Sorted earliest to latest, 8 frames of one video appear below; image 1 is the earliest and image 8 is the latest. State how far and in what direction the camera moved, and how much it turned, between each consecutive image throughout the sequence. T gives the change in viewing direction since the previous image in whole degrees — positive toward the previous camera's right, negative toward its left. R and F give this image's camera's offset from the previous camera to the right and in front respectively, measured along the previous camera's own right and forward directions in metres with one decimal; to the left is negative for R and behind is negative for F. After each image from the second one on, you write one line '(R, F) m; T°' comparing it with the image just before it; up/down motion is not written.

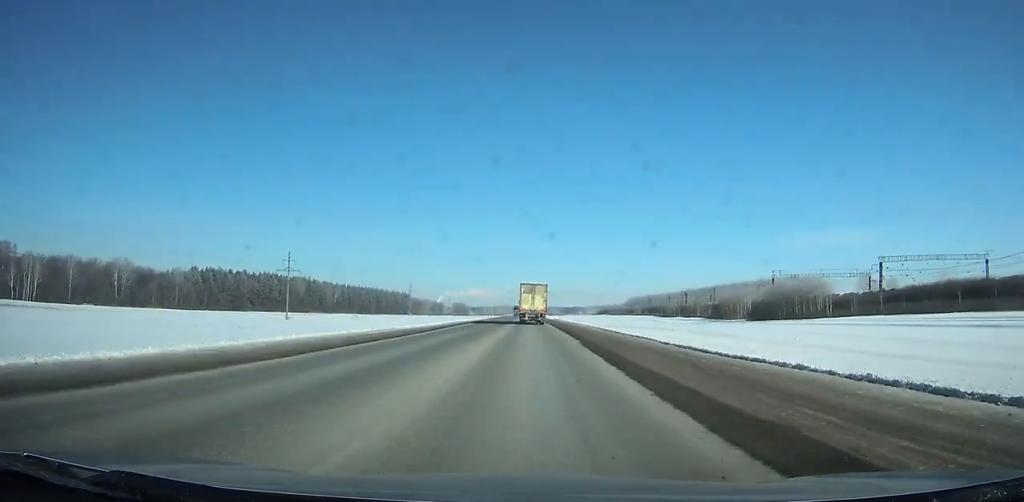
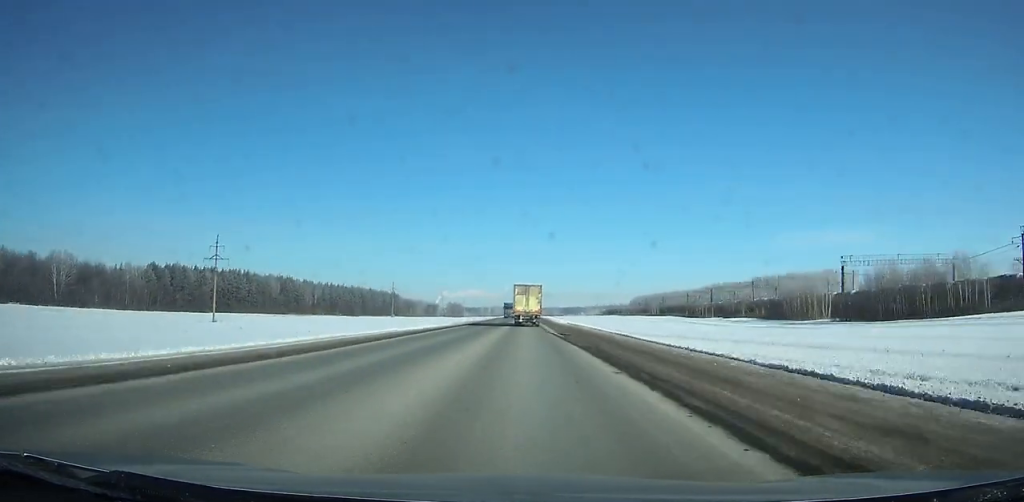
(0.0, +44.1) m; 0°
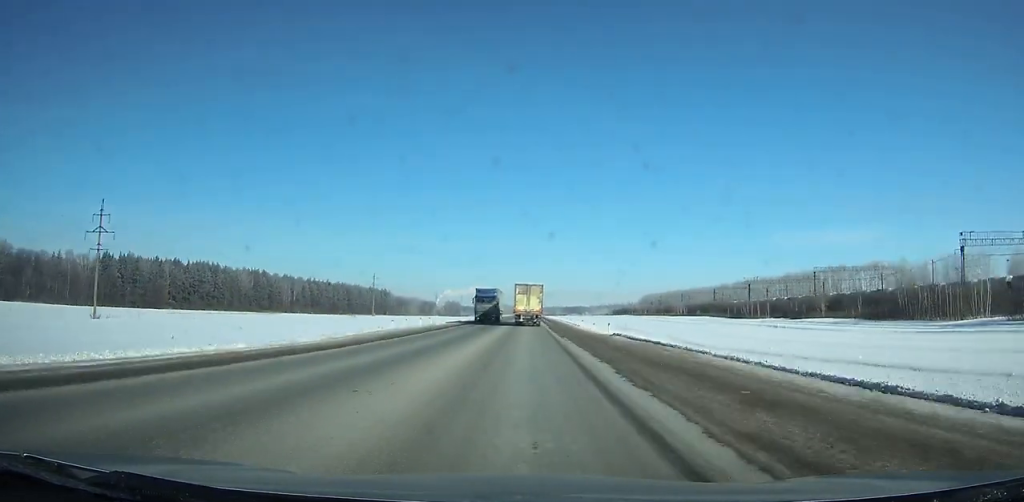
(+0.1, +44.1) m; 0°
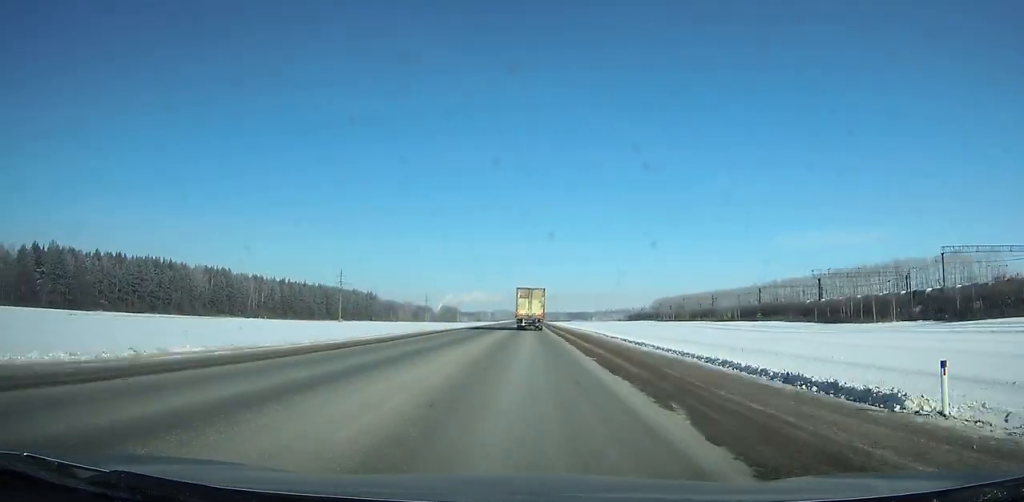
(0.0, +53.8) m; 0°
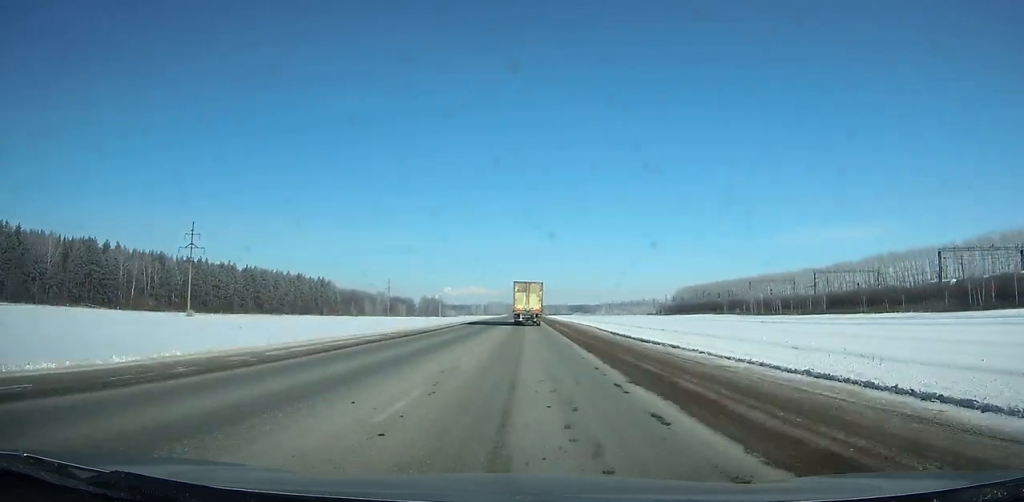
(-0.4, +107.2) m; 0°
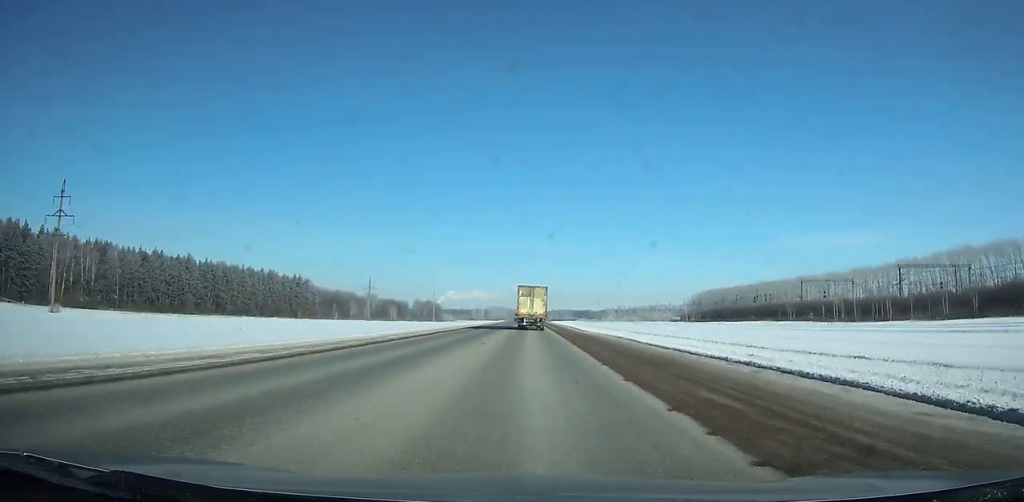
(0.0, +43.8) m; 0°
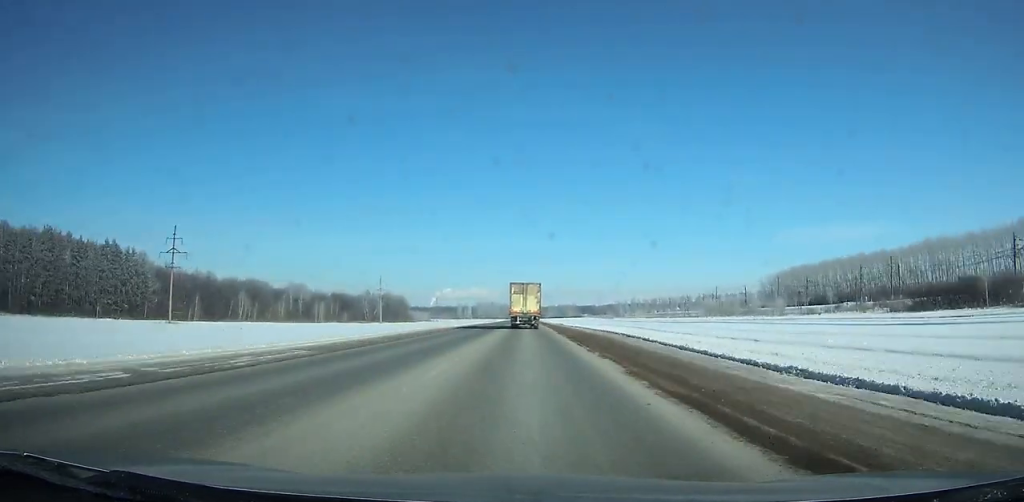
(+0.6, +155.7) m; 0°
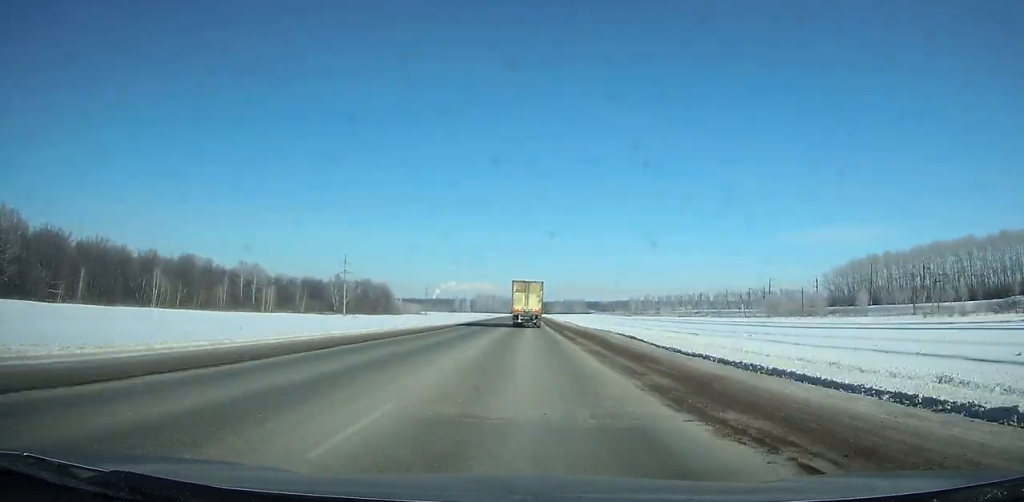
(-0.1, +66.2) m; 0°
